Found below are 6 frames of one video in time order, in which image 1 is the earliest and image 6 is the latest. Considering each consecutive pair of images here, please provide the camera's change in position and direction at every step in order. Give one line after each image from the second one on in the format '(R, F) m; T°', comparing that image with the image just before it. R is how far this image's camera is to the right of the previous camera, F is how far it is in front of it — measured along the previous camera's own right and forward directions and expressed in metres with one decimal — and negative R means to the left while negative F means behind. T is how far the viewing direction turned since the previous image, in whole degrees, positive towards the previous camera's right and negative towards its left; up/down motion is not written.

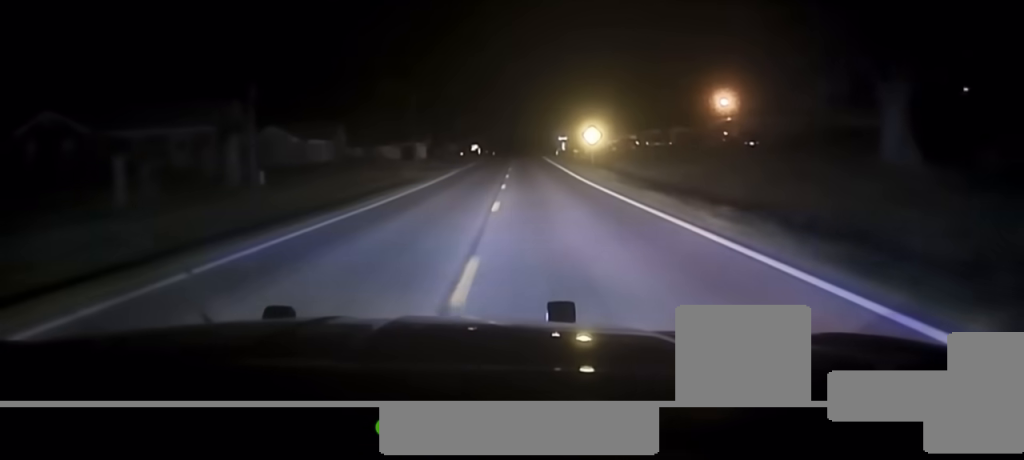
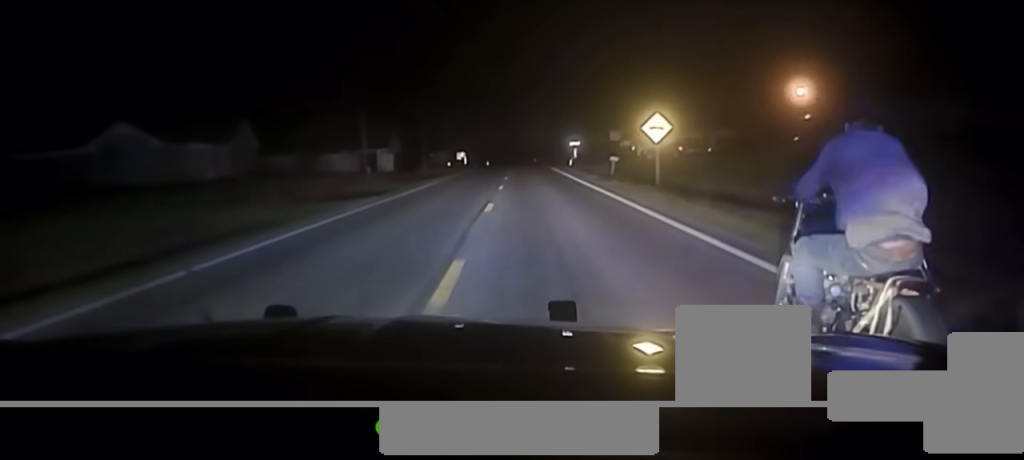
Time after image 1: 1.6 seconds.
(-0.1, +31.8) m; 0°
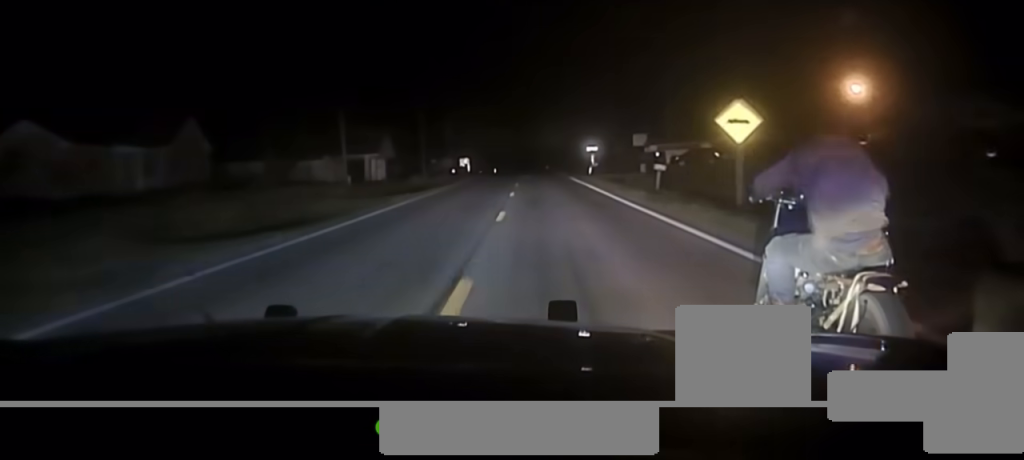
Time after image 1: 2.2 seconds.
(0.0, +12.7) m; 0°
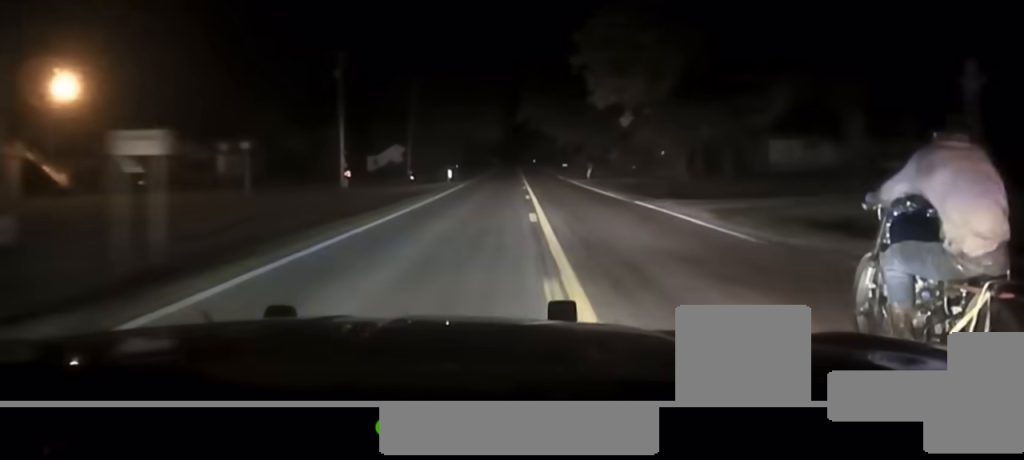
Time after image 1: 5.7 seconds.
(-0.4, +107.6) m; 0°
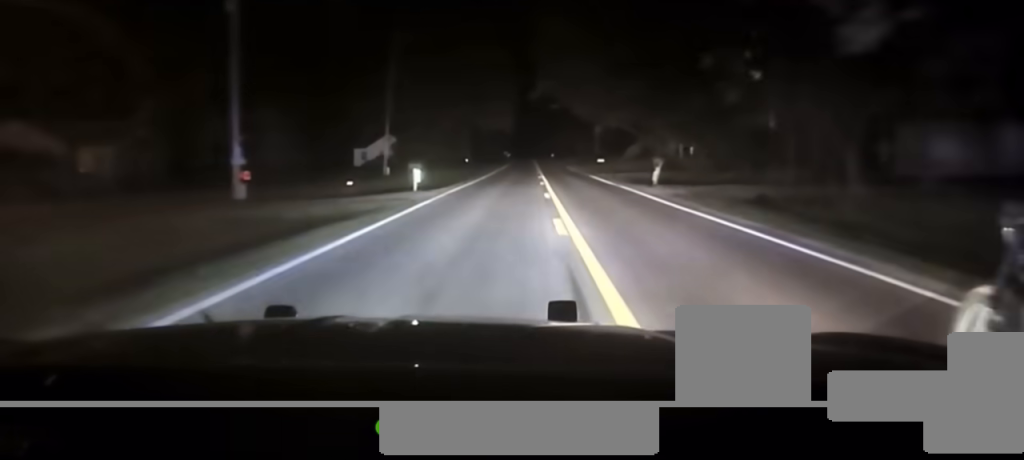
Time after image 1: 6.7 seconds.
(-0.2, +28.3) m; 0°
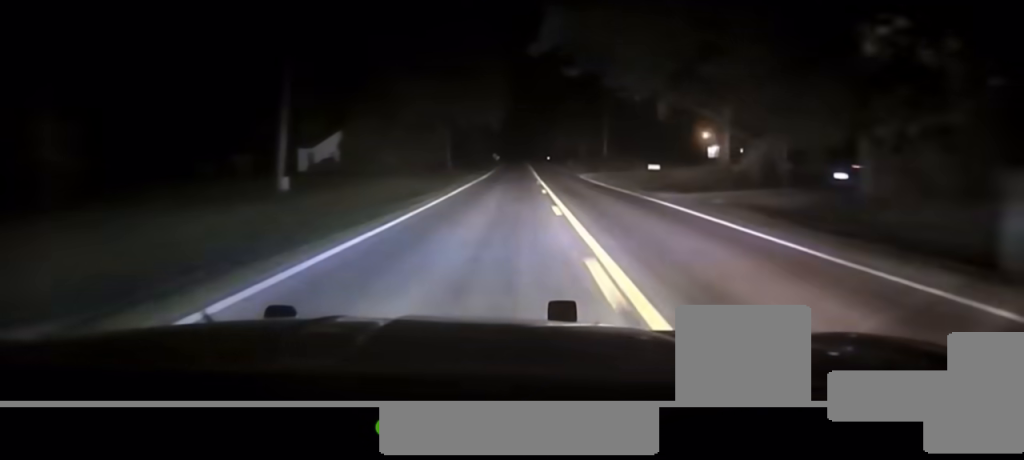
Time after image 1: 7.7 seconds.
(-0.1, +29.1) m; 0°
